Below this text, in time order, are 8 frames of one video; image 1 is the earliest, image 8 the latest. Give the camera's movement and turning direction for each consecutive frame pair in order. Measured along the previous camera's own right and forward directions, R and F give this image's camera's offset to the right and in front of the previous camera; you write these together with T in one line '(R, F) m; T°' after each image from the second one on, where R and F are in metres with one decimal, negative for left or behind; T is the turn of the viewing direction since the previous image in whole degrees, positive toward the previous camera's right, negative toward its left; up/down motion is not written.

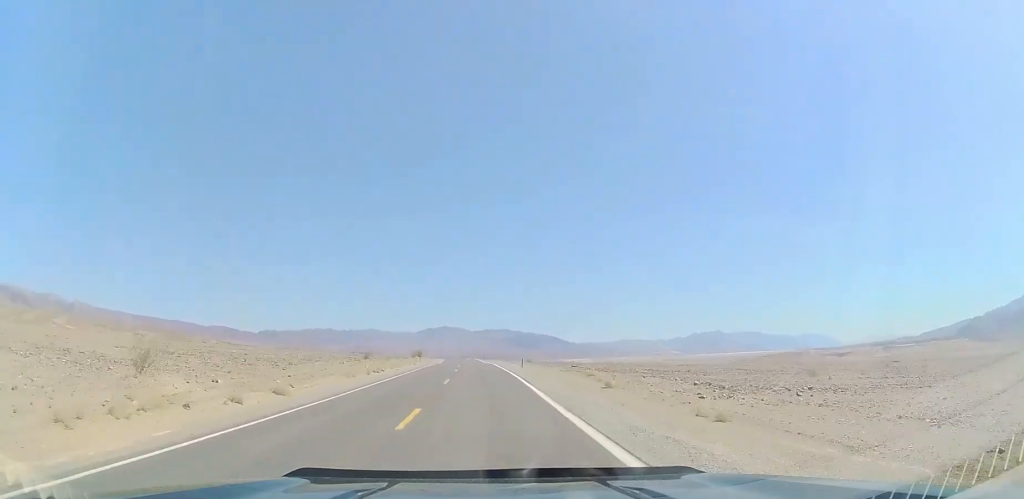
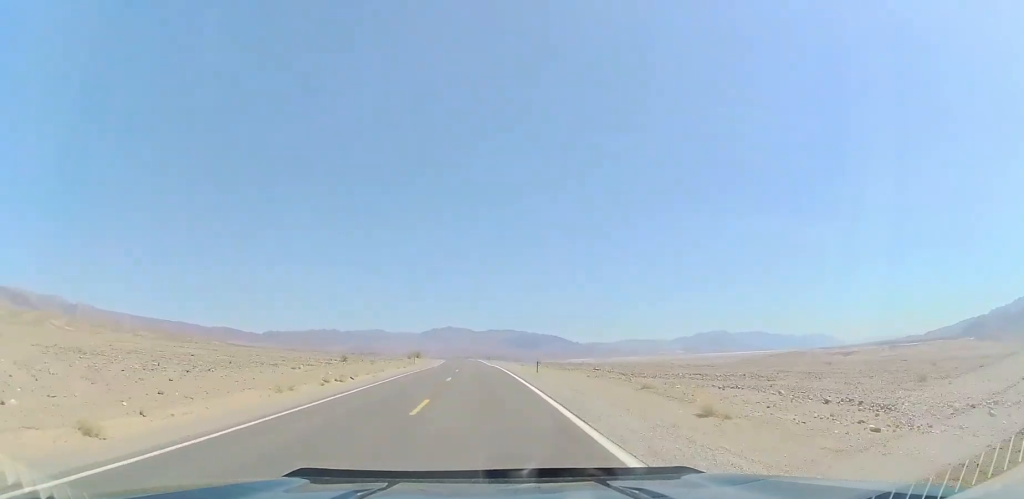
(-0.1, +12.0) m; -1°
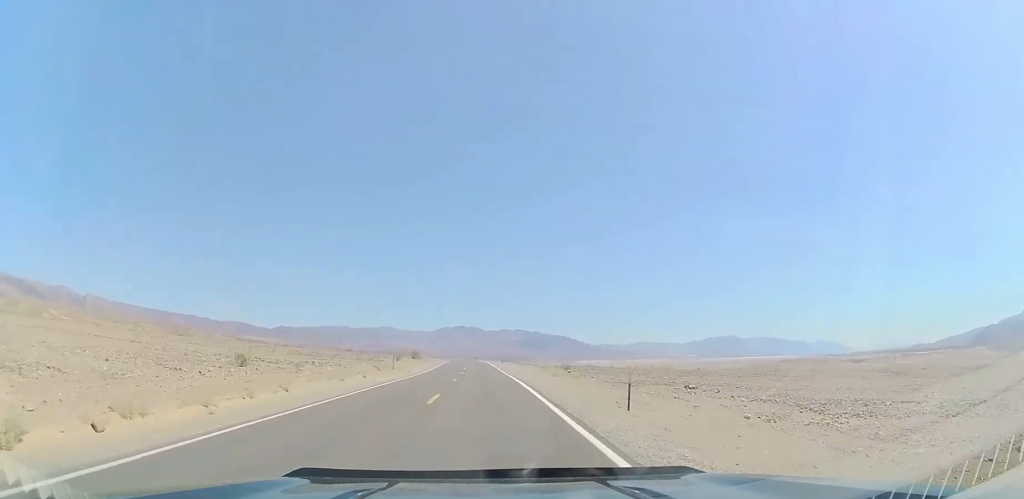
(-0.3, +25.1) m; -1°
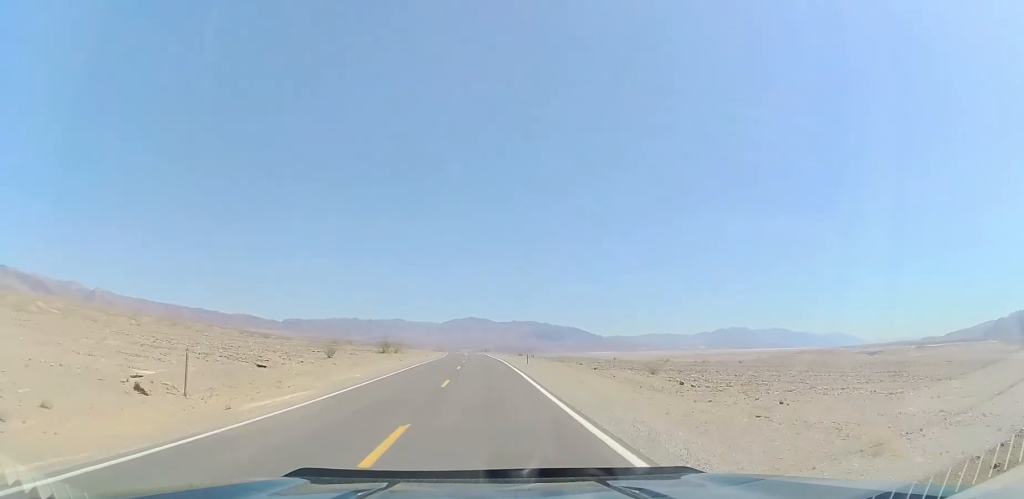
(-0.4, +39.3) m; -1°
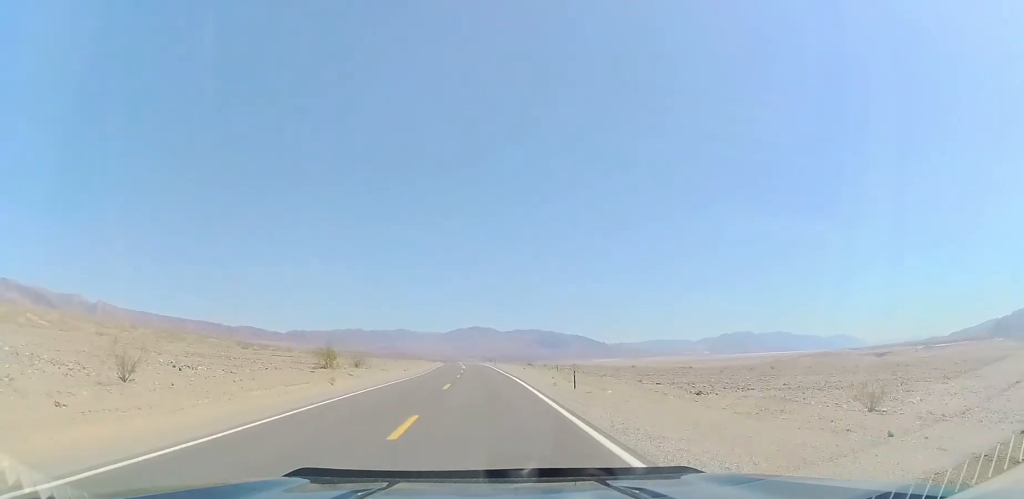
(-0.1, +26.1) m; 0°
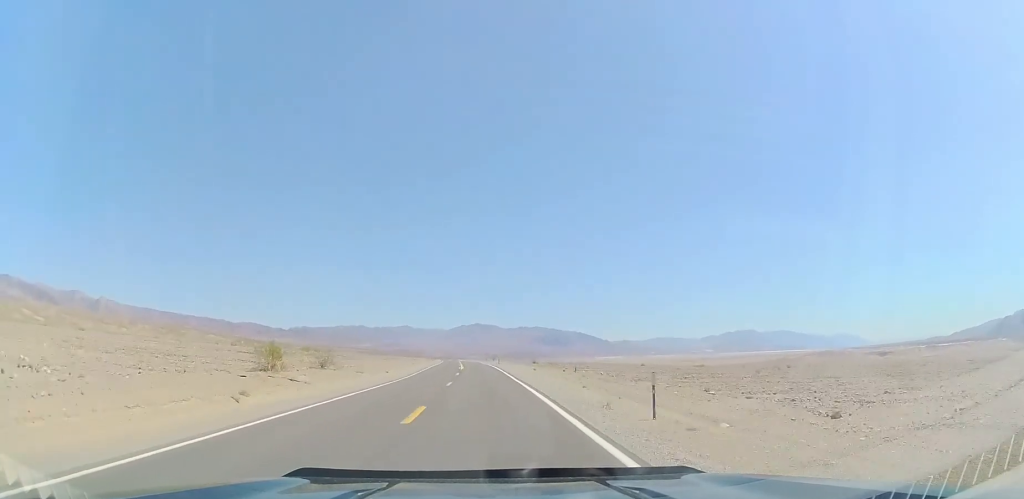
(+0.2, +12.2) m; 0°
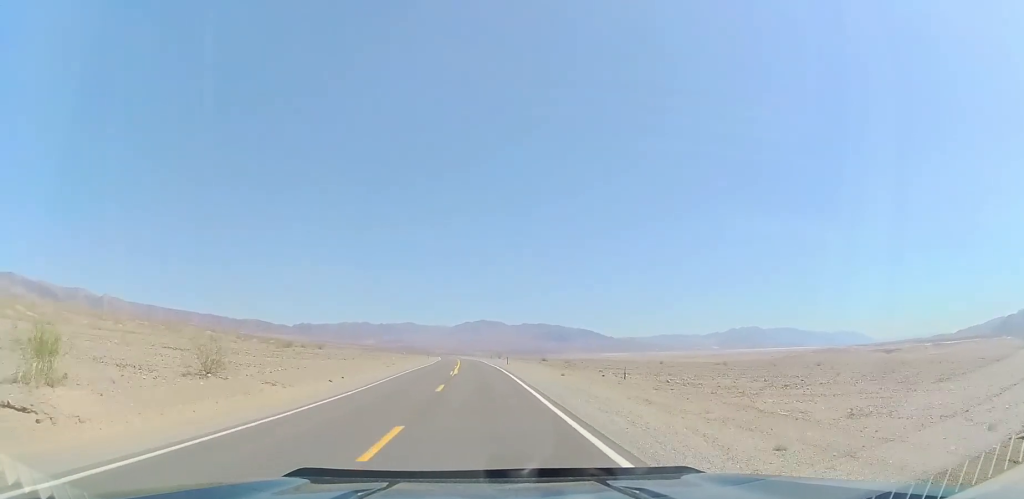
(0.0, +18.8) m; -1°
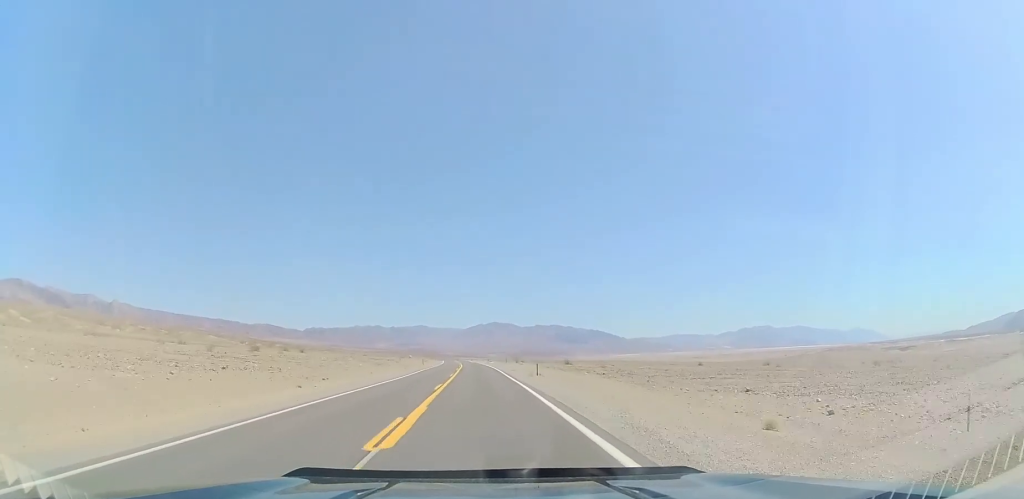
(-0.6, +28.6) m; -1°
